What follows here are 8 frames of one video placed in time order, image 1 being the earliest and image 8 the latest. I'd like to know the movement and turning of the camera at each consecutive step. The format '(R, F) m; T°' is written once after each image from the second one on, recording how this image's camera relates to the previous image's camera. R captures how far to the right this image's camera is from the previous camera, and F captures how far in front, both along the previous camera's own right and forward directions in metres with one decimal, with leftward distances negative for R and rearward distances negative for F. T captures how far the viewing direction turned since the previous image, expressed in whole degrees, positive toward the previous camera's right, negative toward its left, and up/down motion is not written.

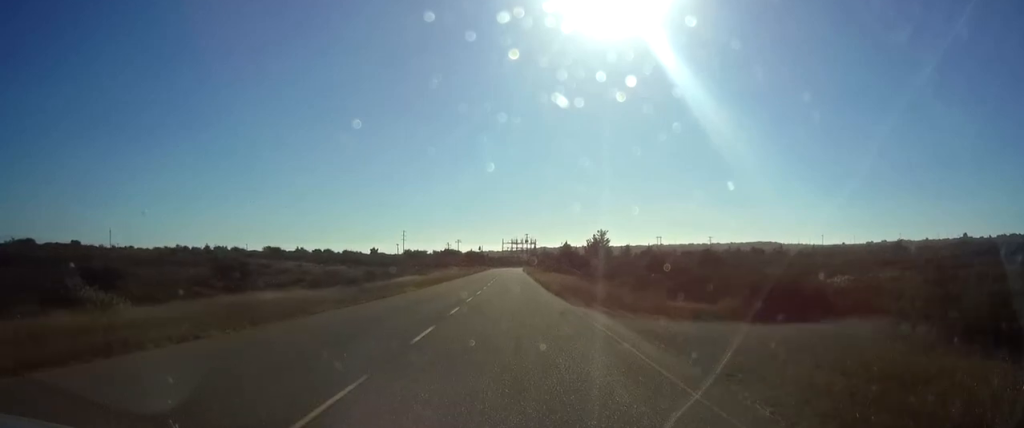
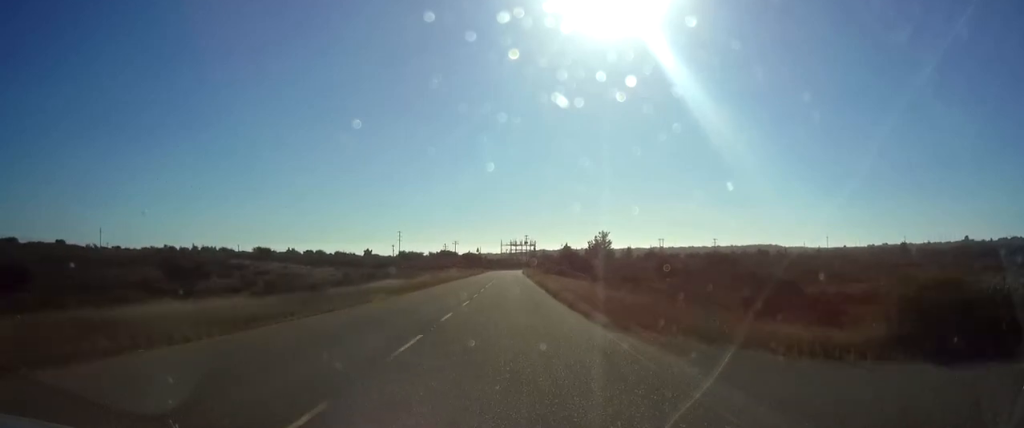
(0.0, +9.1) m; 0°
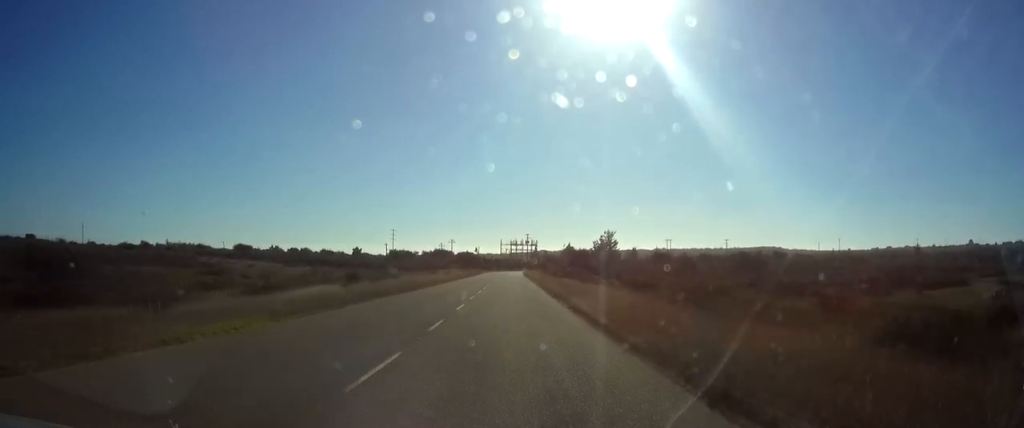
(-0.2, +17.4) m; 0°
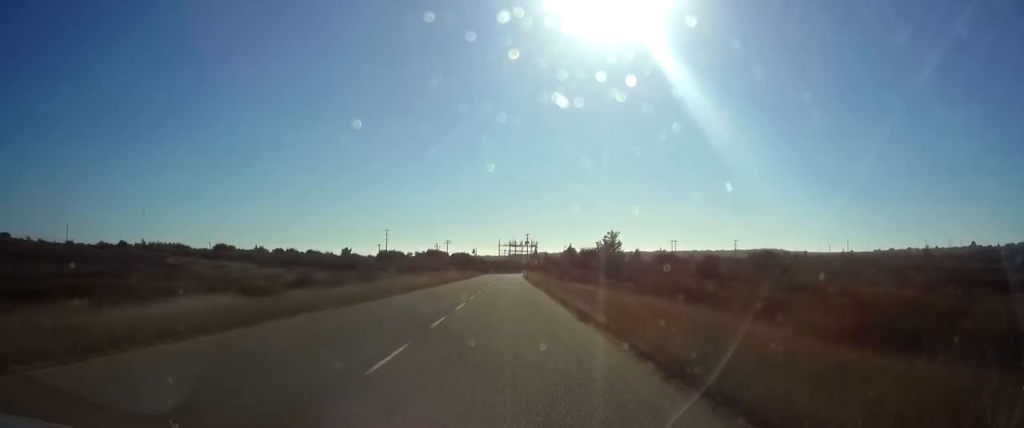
(+0.1, +13.1) m; +1°
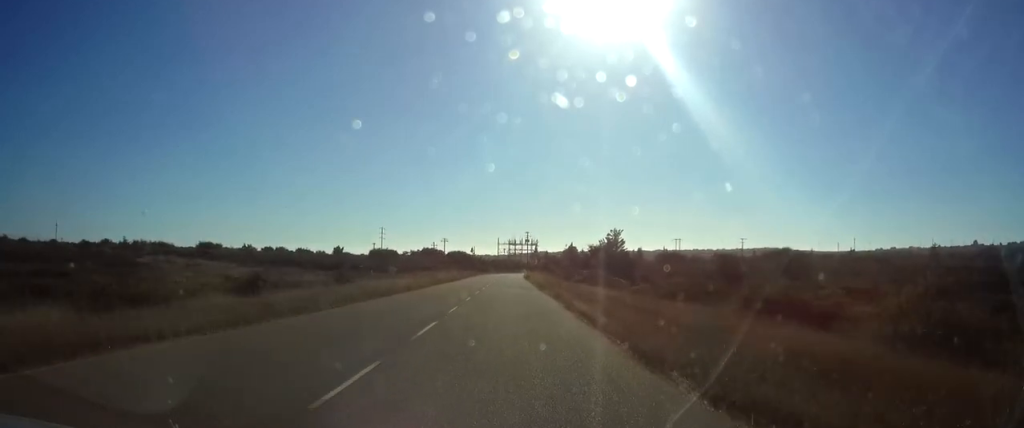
(+0.1, +9.1) m; 0°
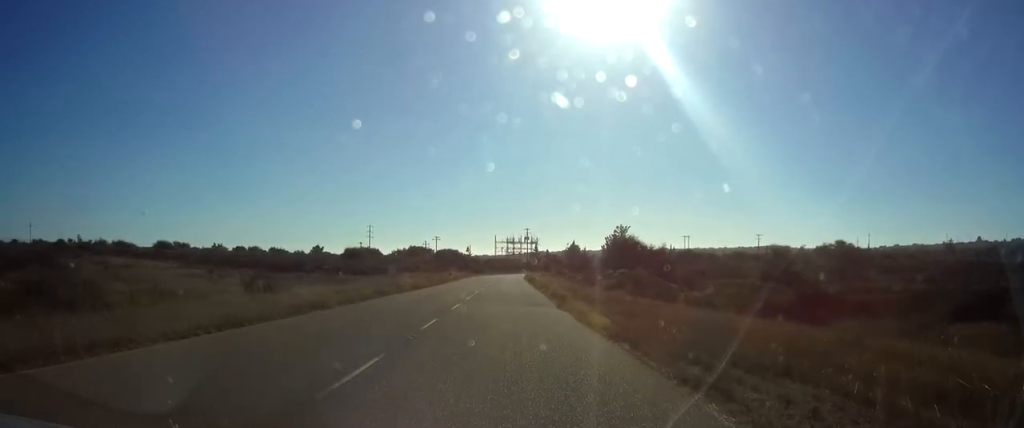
(0.0, +19.8) m; -1°
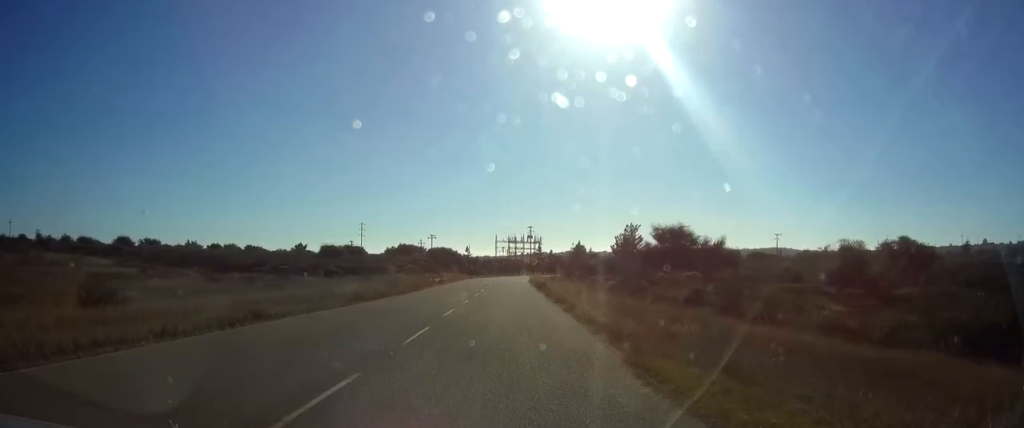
(-0.2, +16.5) m; 0°
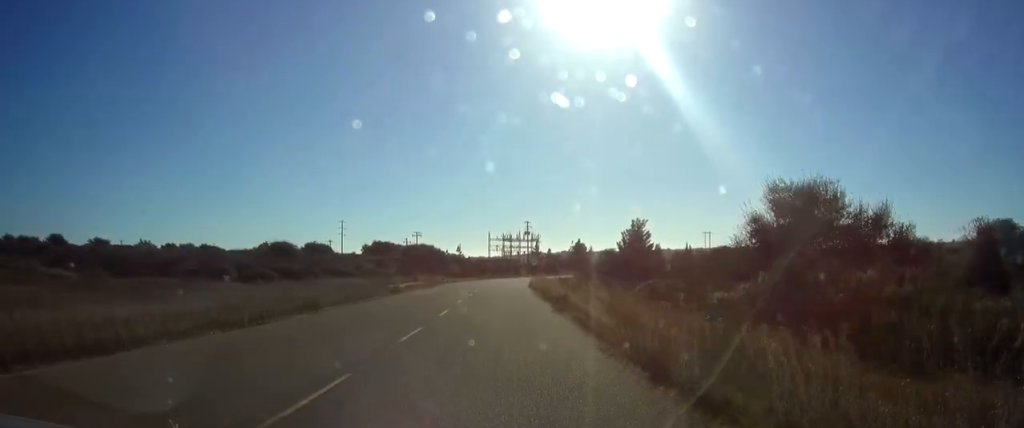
(+0.1, +21.2) m; +1°
